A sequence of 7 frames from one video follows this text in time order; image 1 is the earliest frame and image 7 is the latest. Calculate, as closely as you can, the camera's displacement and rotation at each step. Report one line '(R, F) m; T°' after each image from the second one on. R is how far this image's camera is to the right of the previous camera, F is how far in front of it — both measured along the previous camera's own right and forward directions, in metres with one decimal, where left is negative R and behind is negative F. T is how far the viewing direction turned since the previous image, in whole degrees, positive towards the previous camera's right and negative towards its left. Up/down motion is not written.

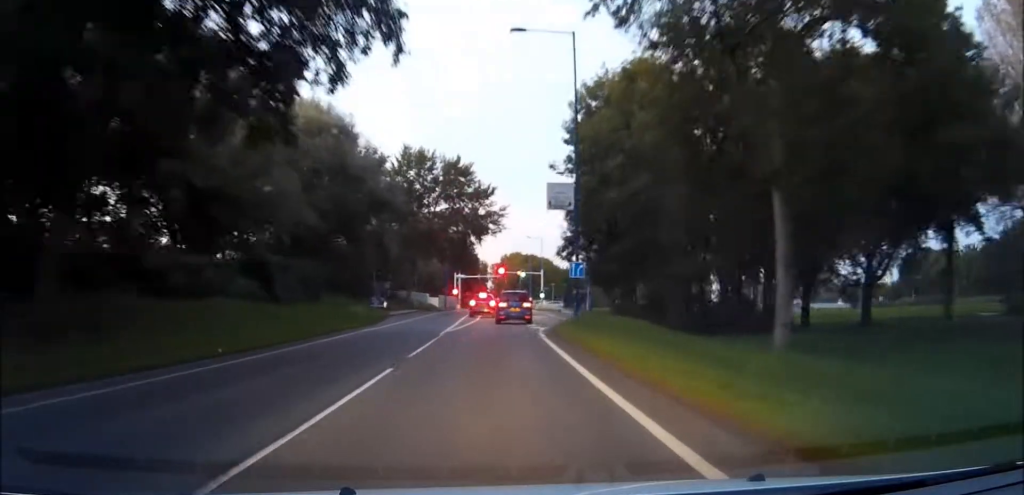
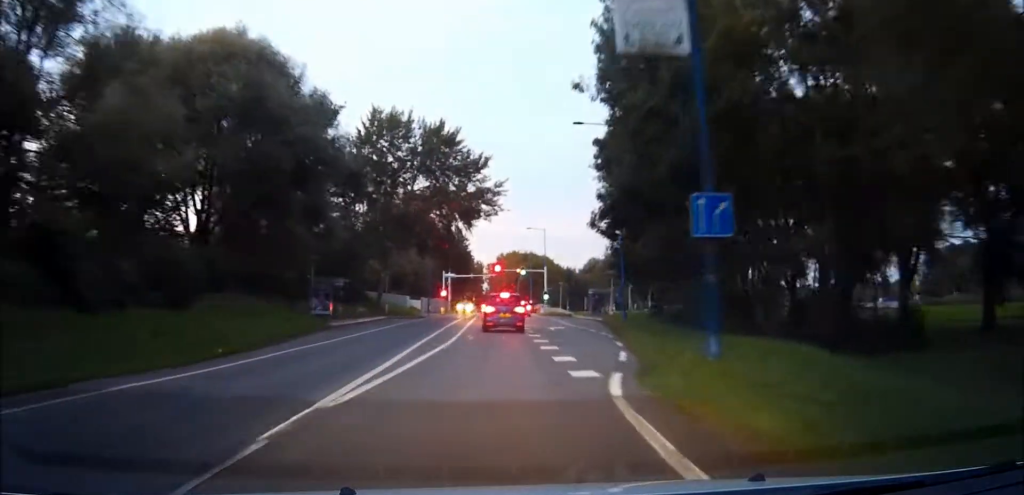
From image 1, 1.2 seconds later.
(0.0, +19.1) m; 0°
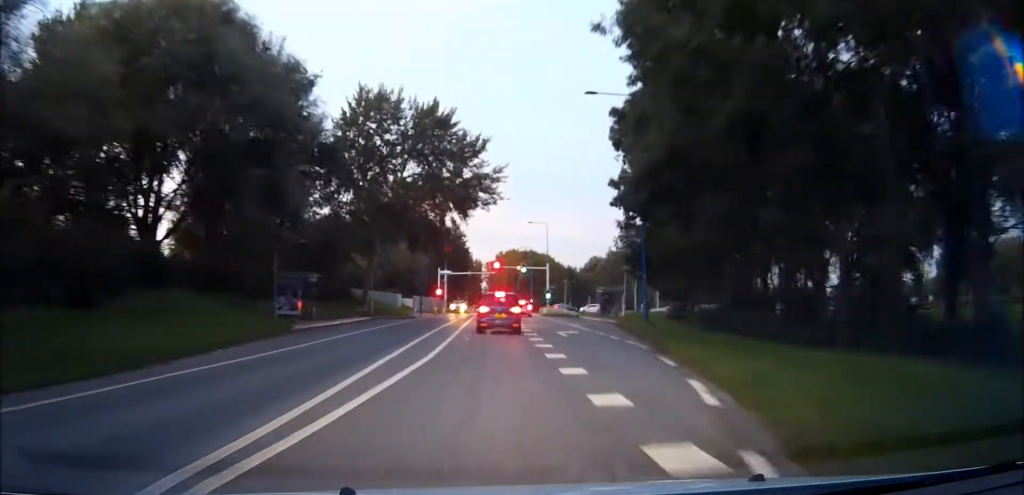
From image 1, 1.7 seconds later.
(0.0, +6.7) m; +1°
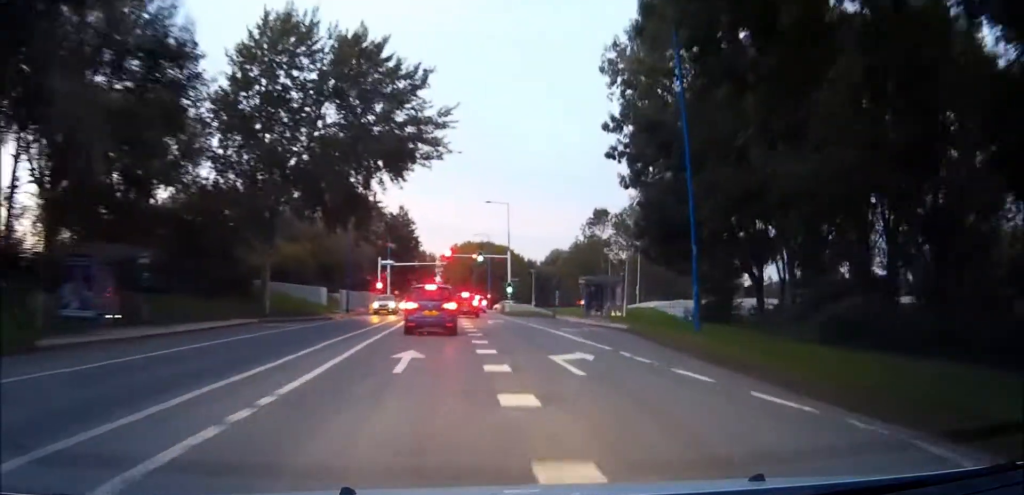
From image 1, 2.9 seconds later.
(+0.2, +16.6) m; +2°
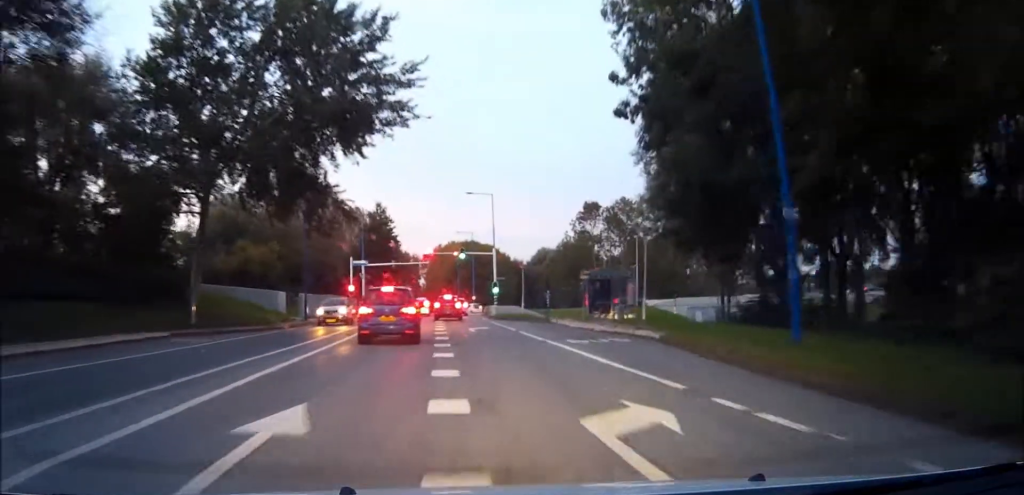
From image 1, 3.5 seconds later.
(+0.1, +8.3) m; +1°
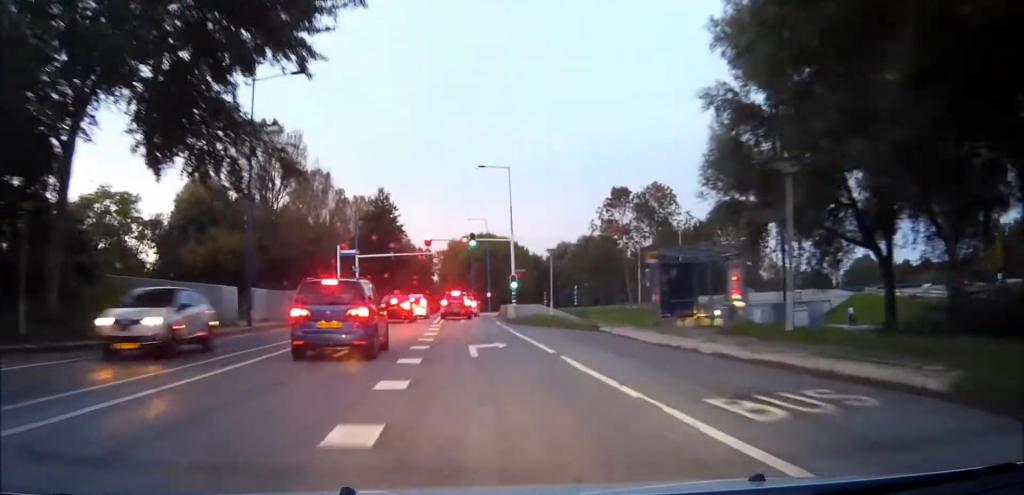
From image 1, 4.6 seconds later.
(+0.2, +13.2) m; +1°
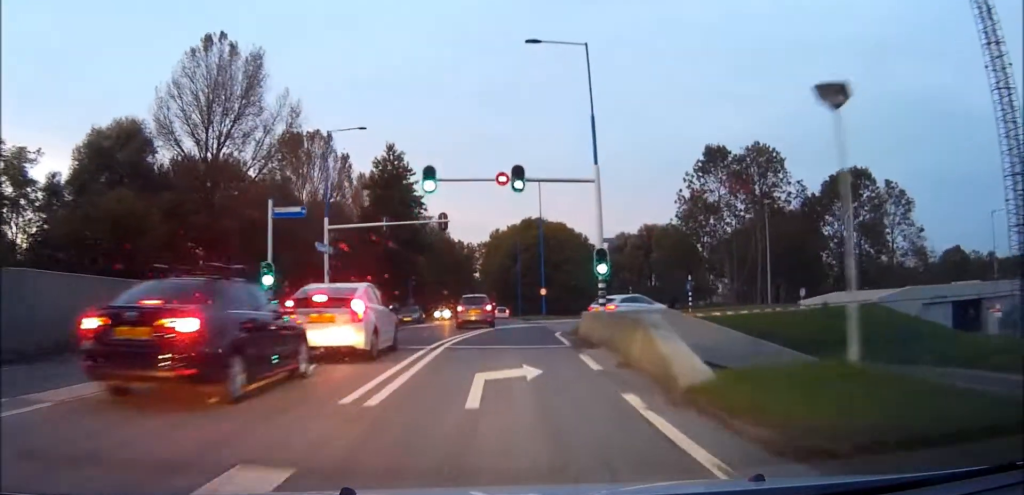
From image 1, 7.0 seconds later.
(-0.6, +29.5) m; -3°
